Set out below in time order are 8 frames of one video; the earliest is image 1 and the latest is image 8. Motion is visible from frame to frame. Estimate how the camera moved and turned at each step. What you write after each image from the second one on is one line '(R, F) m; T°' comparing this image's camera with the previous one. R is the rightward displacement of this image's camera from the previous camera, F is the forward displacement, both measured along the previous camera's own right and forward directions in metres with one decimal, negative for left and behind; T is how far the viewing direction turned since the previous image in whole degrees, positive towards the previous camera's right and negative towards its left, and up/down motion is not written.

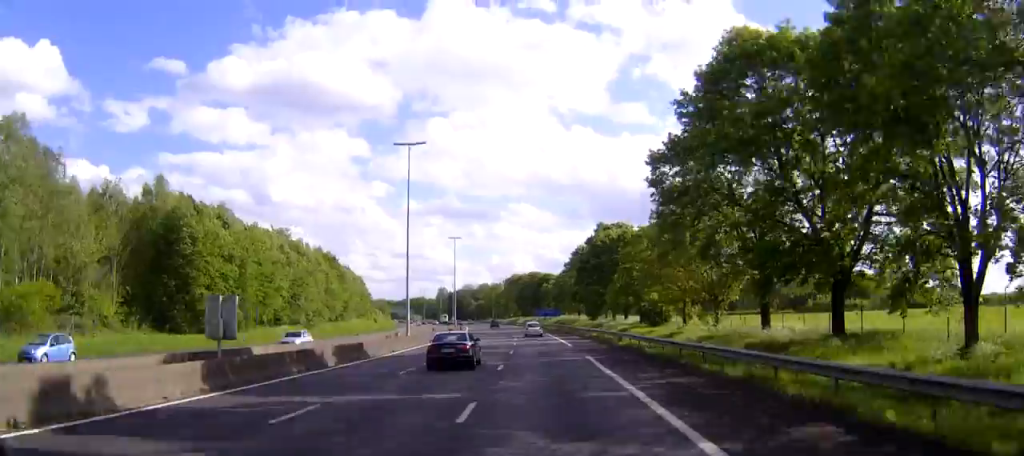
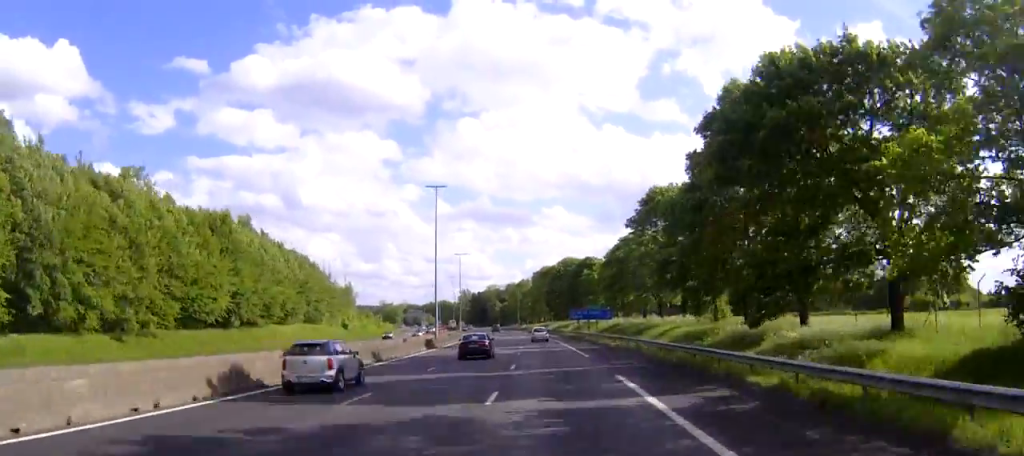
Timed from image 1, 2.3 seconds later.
(-1.2, +59.9) m; -3°
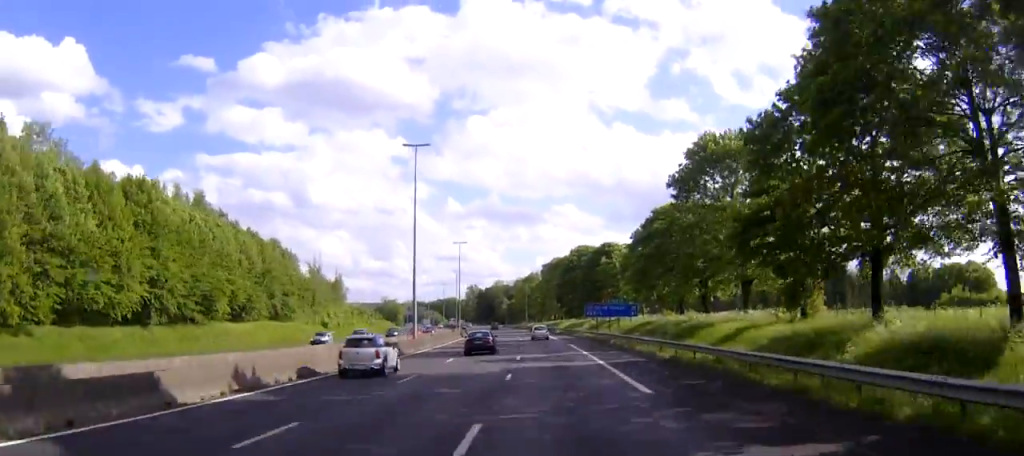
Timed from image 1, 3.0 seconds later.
(-0.2, +19.2) m; -1°
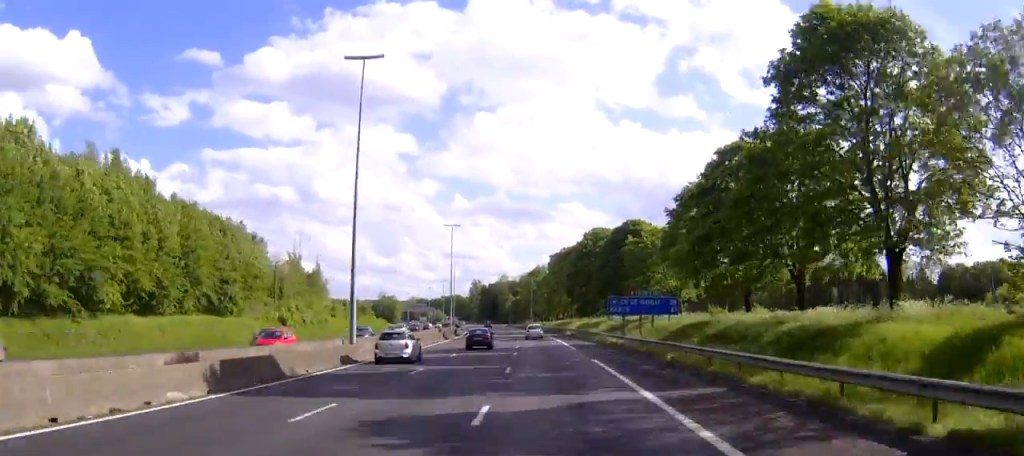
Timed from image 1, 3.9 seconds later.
(-0.4, +22.9) m; -1°
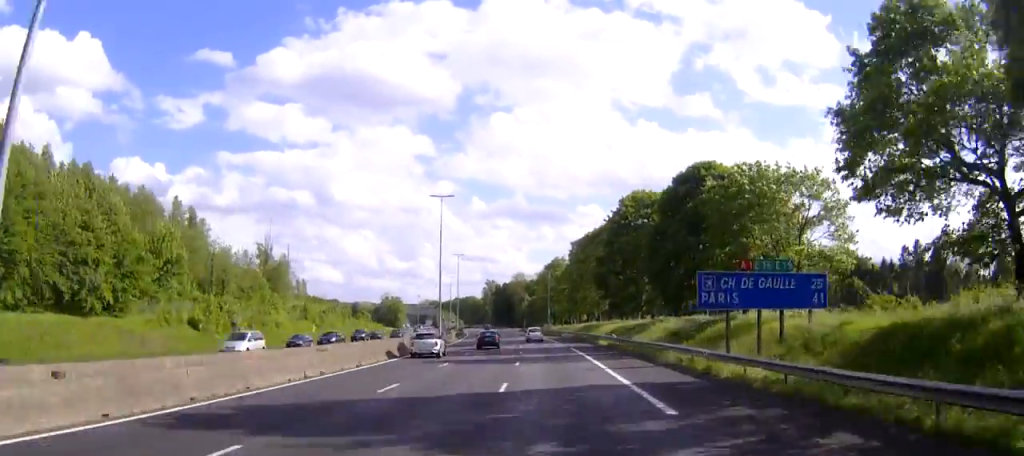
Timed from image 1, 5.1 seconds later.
(-0.3, +32.2) m; -1°
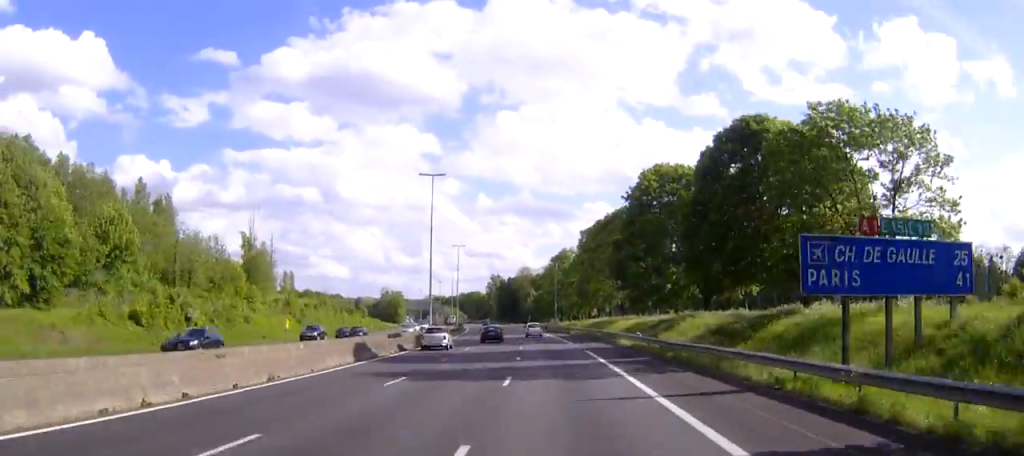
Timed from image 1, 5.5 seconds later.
(-0.1, +12.5) m; 0°
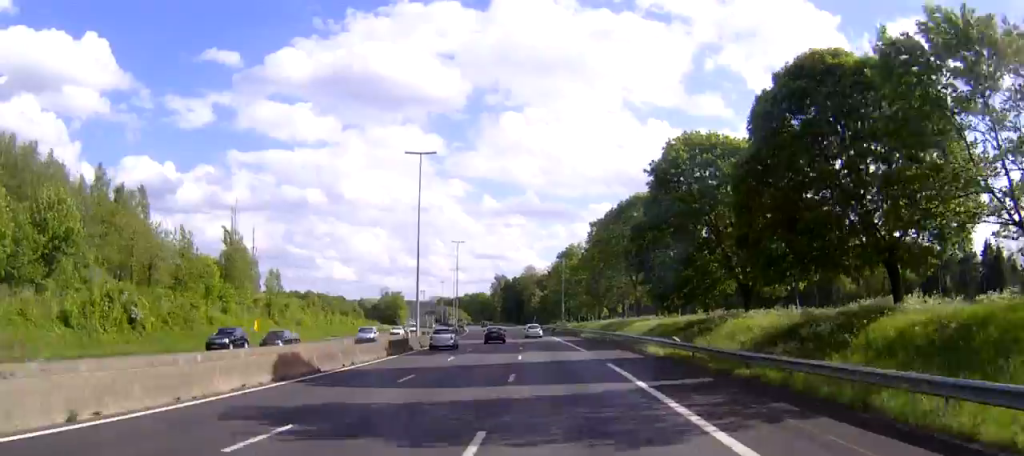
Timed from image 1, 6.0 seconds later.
(0.0, +11.5) m; 0°
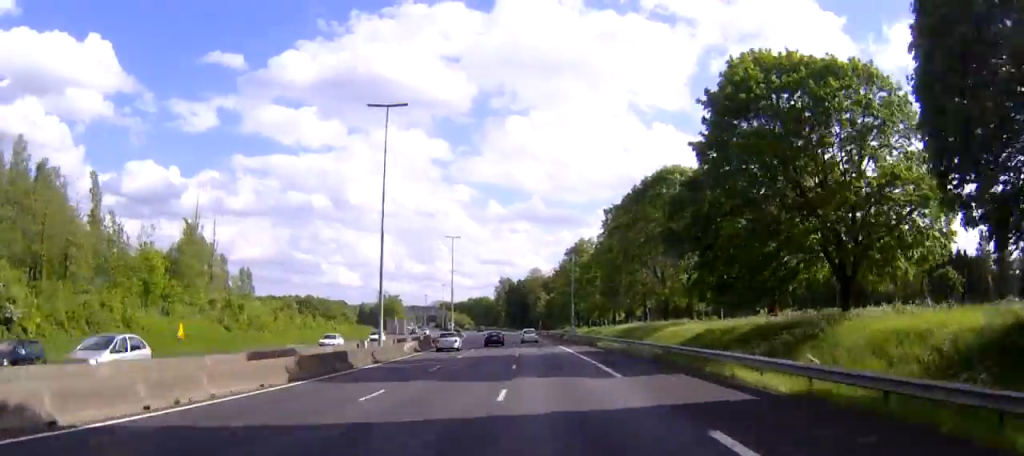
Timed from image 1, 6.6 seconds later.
(+0.2, +17.6) m; 0°
